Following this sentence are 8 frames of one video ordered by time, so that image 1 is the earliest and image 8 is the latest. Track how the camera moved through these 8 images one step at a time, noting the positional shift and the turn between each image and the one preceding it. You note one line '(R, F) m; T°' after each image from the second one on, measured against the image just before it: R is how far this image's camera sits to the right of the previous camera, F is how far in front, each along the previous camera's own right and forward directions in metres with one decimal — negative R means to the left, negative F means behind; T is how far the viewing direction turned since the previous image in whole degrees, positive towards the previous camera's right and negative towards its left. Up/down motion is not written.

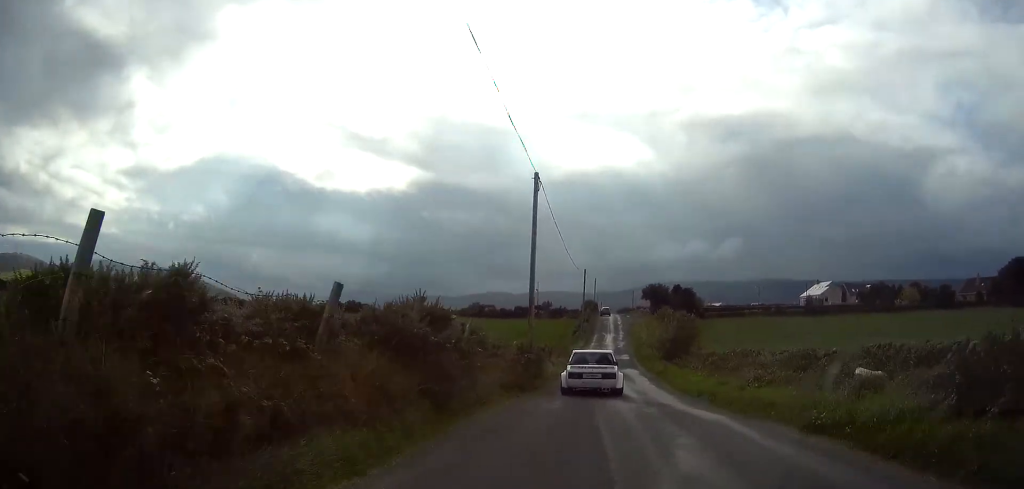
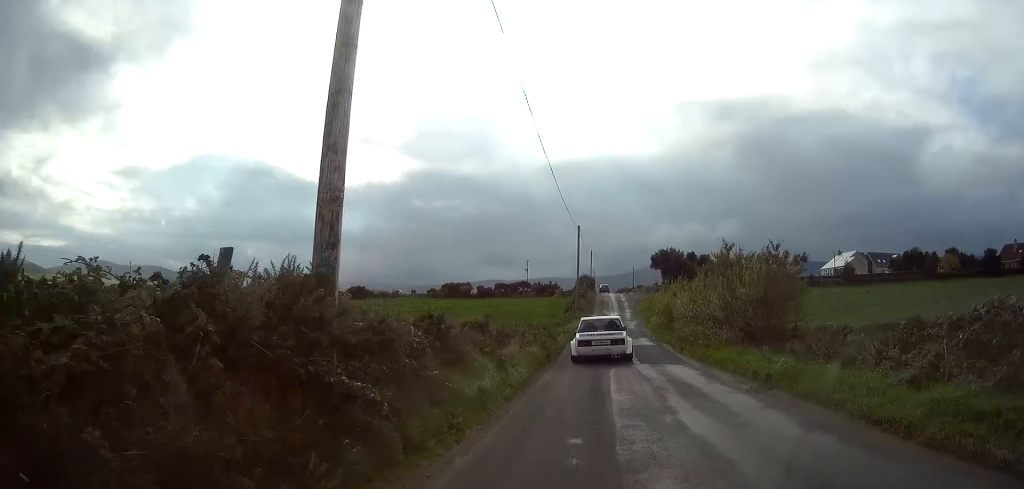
(0.0, +19.8) m; +1°
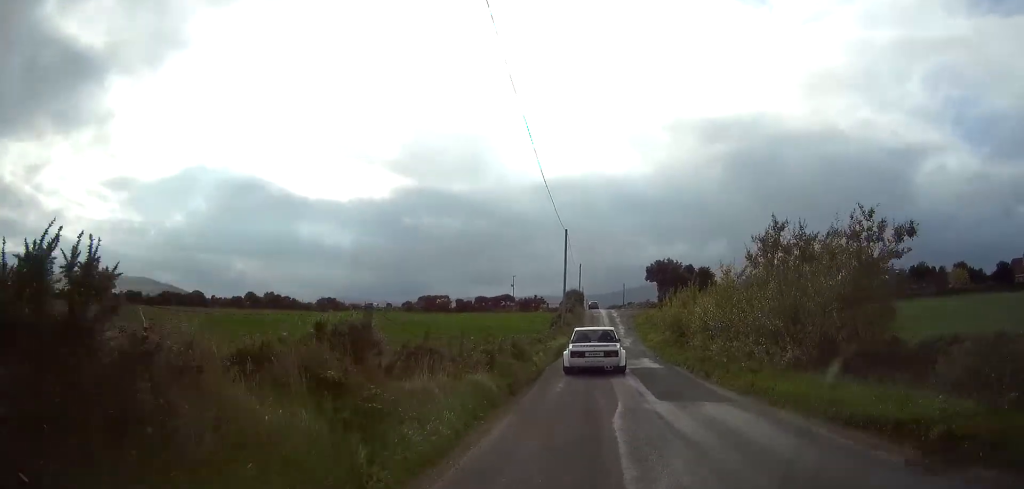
(+0.1, +7.3) m; 0°
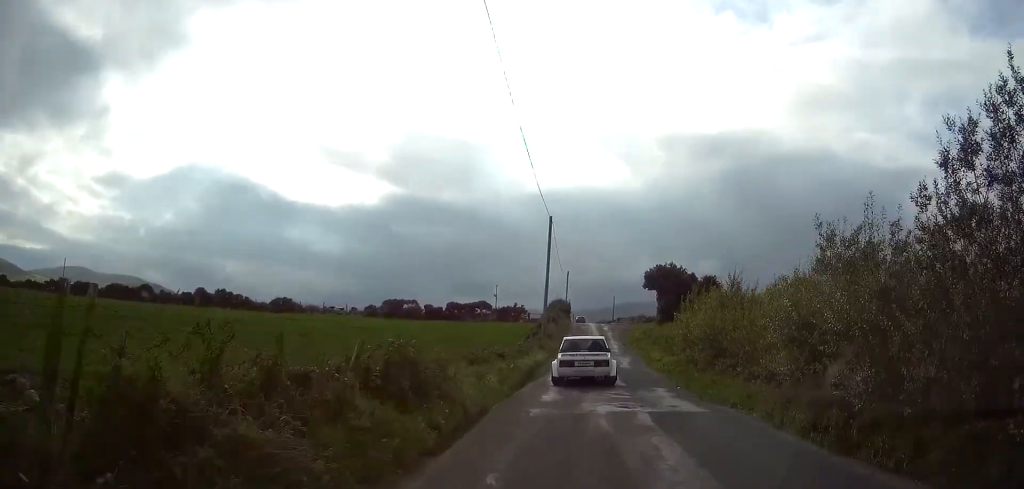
(+0.2, +10.2) m; 0°
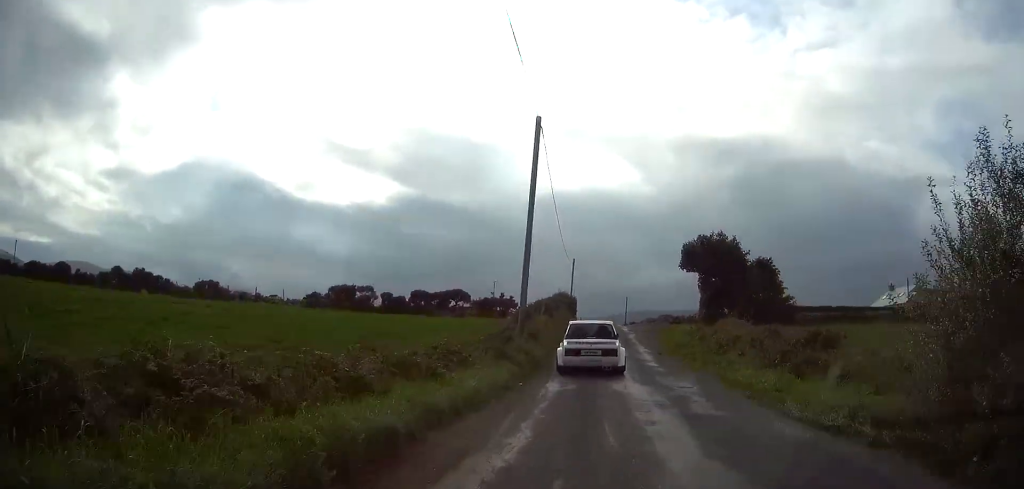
(-0.2, +18.1) m; +1°
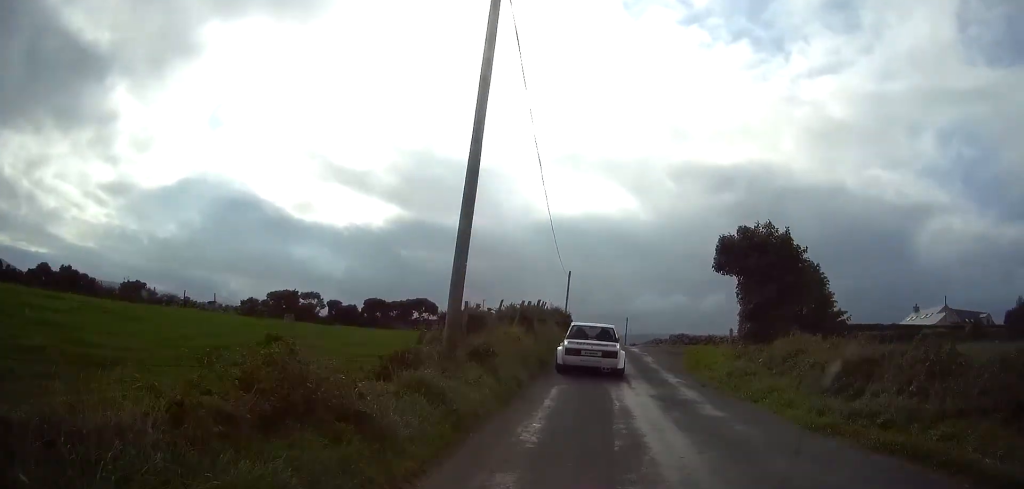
(+0.2, +10.9) m; 0°
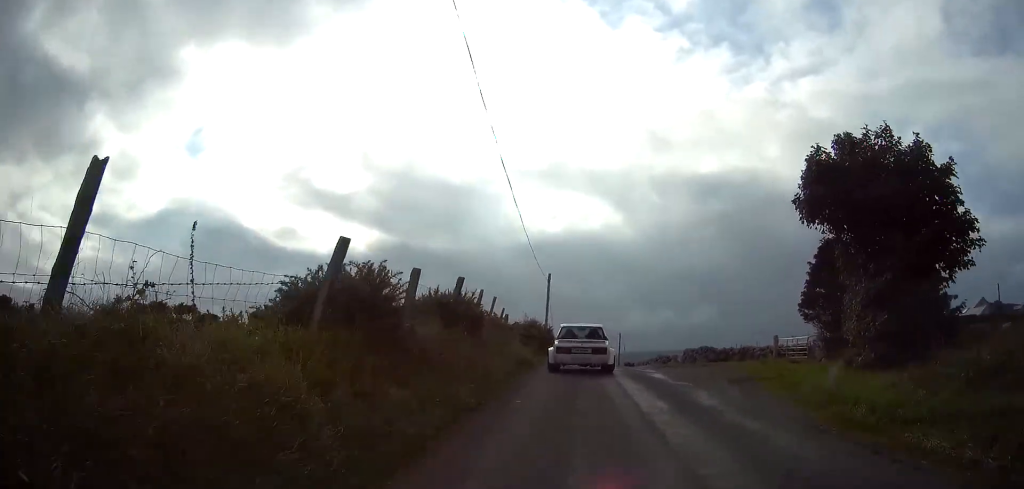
(0.0, +14.1) m; 0°
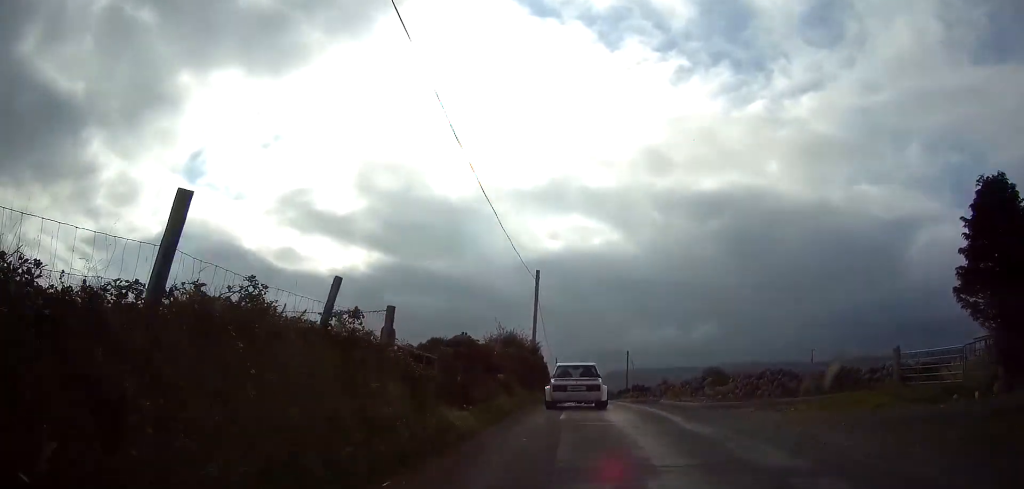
(-0.1, +14.5) m; 0°
